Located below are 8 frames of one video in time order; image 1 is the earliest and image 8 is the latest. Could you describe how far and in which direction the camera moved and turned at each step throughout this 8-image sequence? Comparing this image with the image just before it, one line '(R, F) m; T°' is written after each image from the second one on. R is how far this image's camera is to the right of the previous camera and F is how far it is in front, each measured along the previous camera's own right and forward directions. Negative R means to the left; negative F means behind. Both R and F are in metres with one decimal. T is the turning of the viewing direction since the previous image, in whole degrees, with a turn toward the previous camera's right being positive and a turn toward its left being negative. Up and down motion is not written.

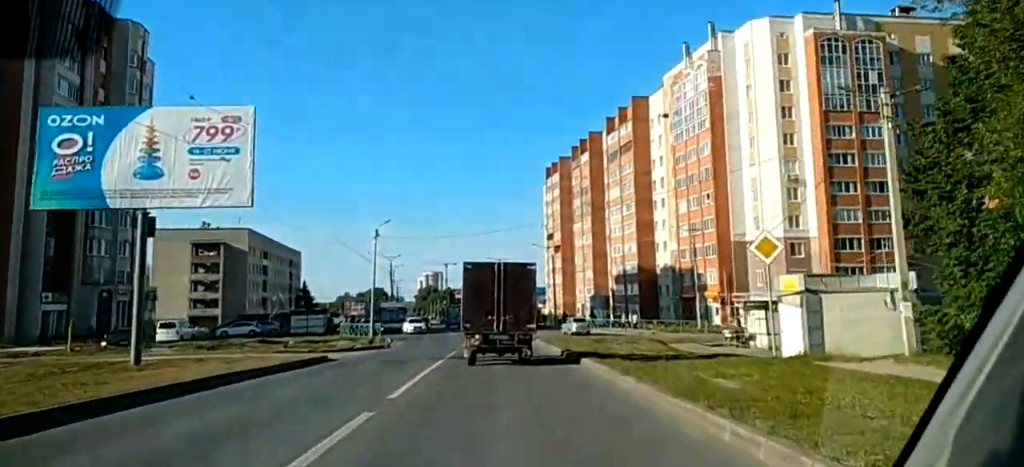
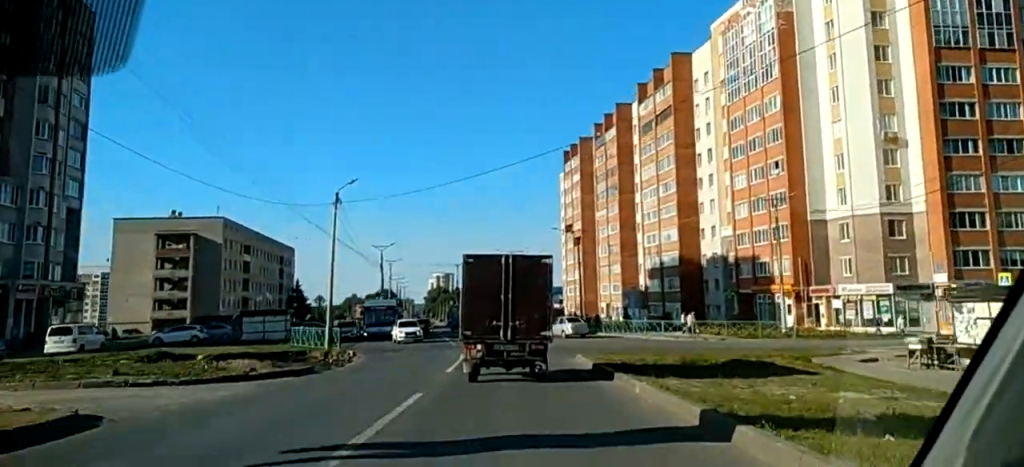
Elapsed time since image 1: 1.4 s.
(-0.3, +19.5) m; -1°
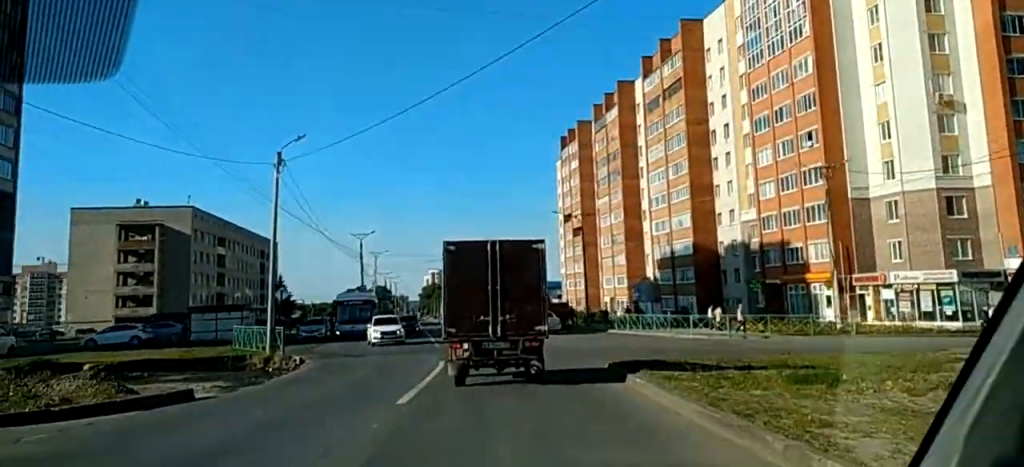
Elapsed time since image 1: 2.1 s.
(0.0, +10.1) m; 0°
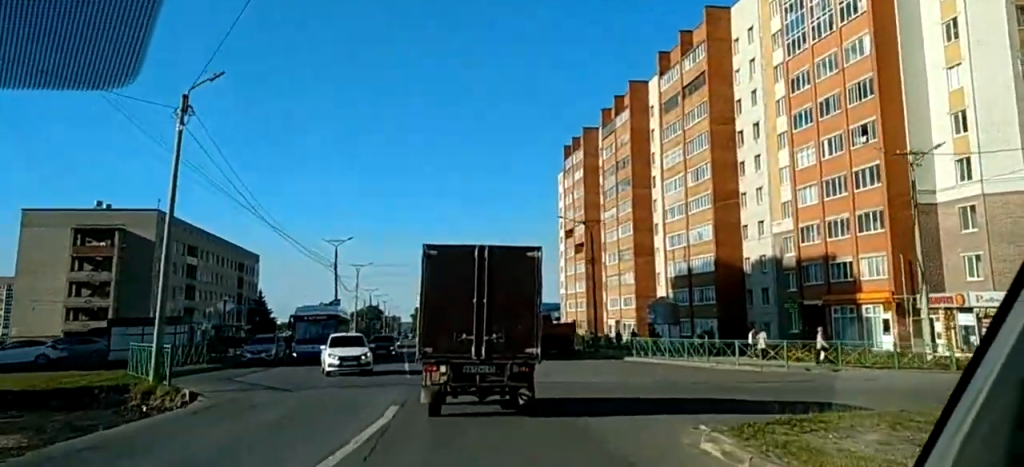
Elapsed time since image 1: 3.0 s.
(0.0, +10.4) m; 0°
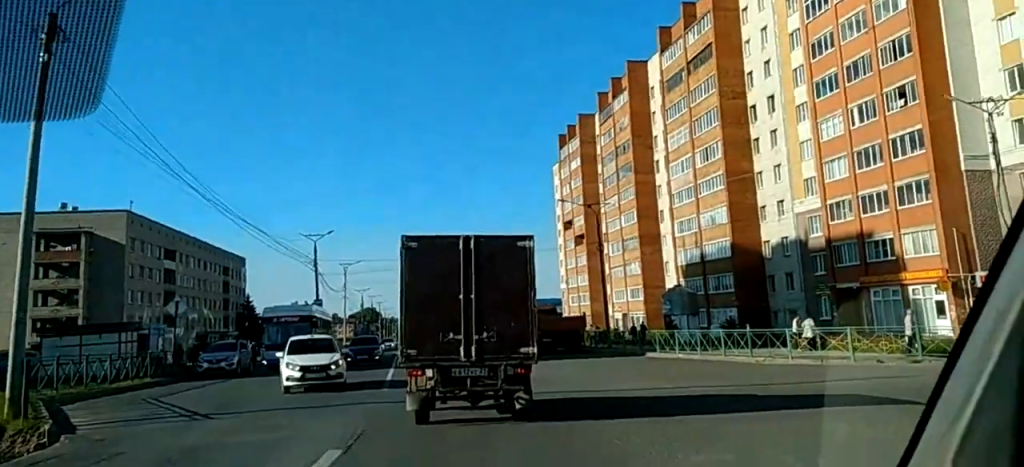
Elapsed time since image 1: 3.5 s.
(0.0, +6.3) m; +1°
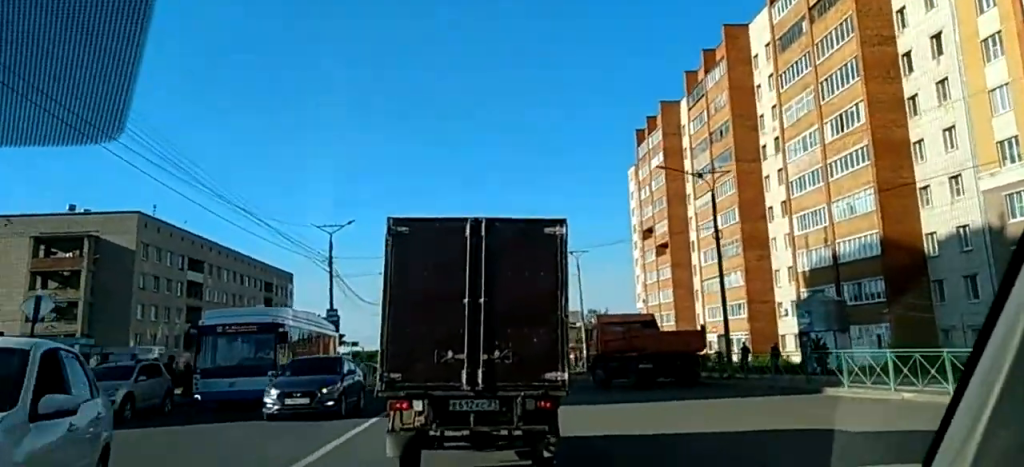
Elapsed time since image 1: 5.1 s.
(+0.2, +15.6) m; -1°
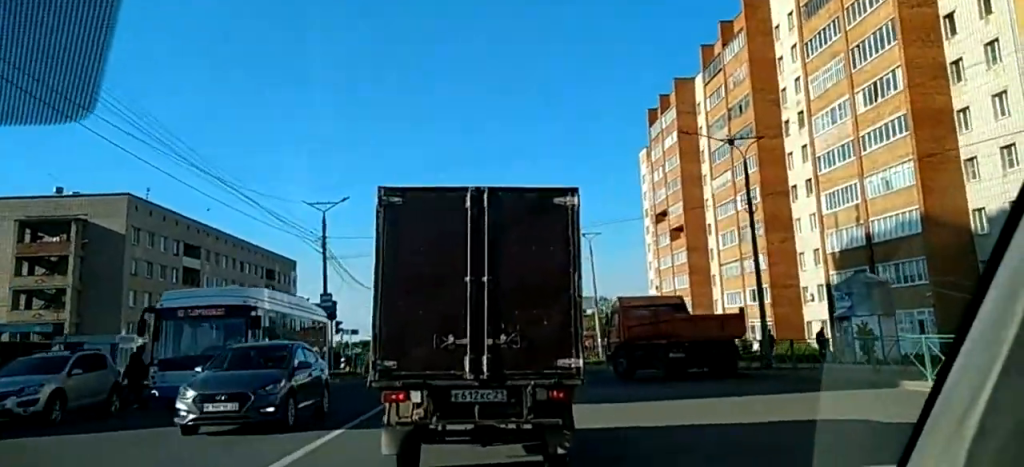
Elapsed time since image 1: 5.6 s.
(-0.1, +3.5) m; -1°
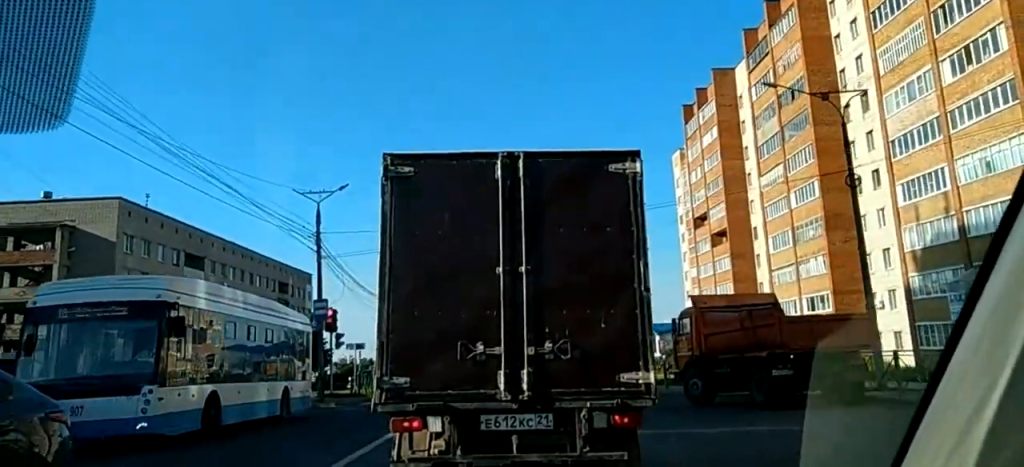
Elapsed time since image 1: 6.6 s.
(-0.1, +6.3) m; -3°
